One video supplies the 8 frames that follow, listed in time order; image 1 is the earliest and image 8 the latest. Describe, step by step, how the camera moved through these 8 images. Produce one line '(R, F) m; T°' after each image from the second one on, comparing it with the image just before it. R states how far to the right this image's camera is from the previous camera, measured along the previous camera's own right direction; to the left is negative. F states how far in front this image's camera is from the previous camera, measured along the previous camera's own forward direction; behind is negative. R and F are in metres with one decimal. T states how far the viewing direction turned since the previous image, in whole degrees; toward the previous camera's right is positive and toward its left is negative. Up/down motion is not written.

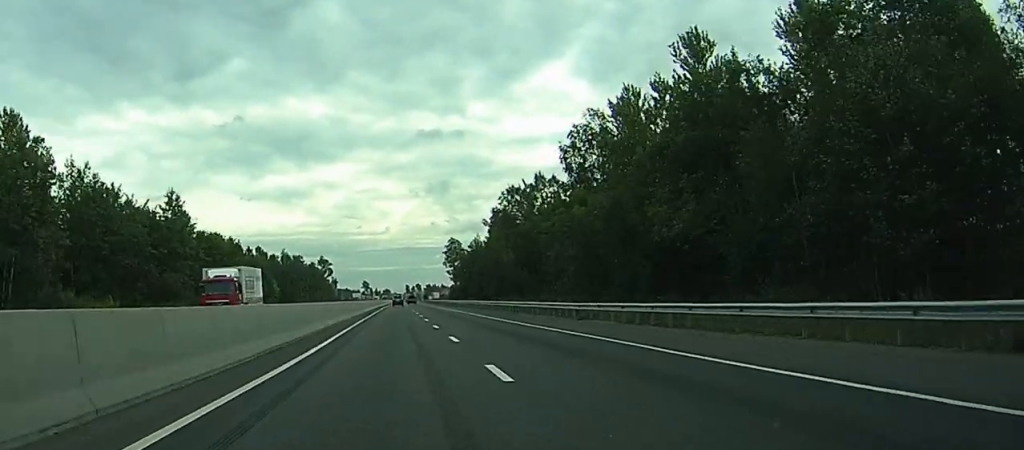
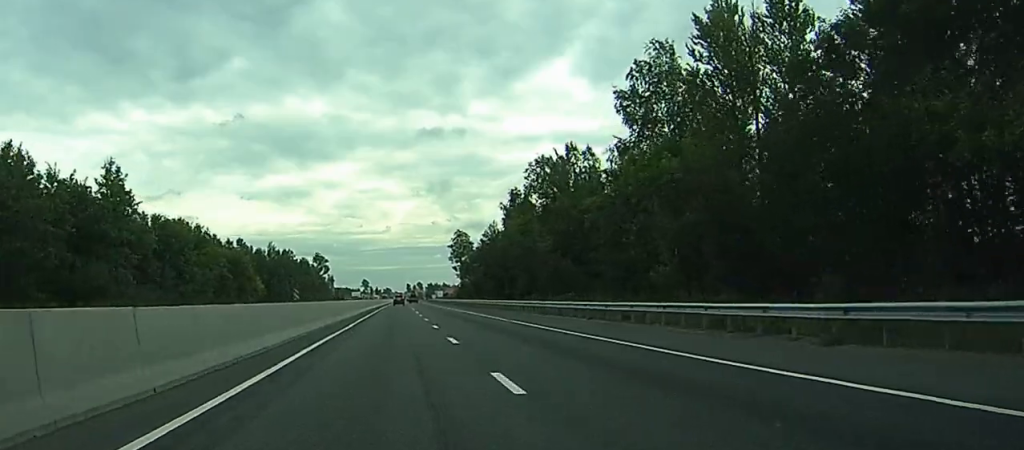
(-0.2, +25.7) m; -1°
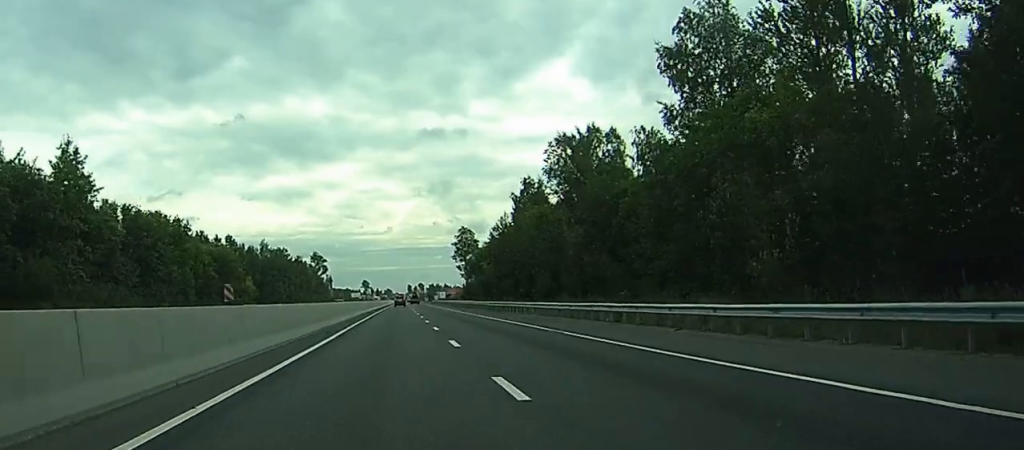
(-0.1, +12.7) m; 0°
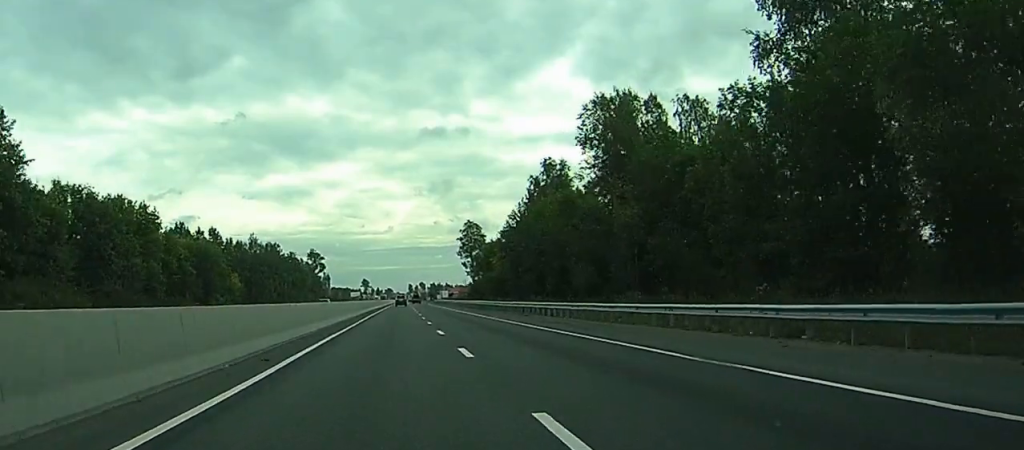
(-0.1, +16.2) m; 0°
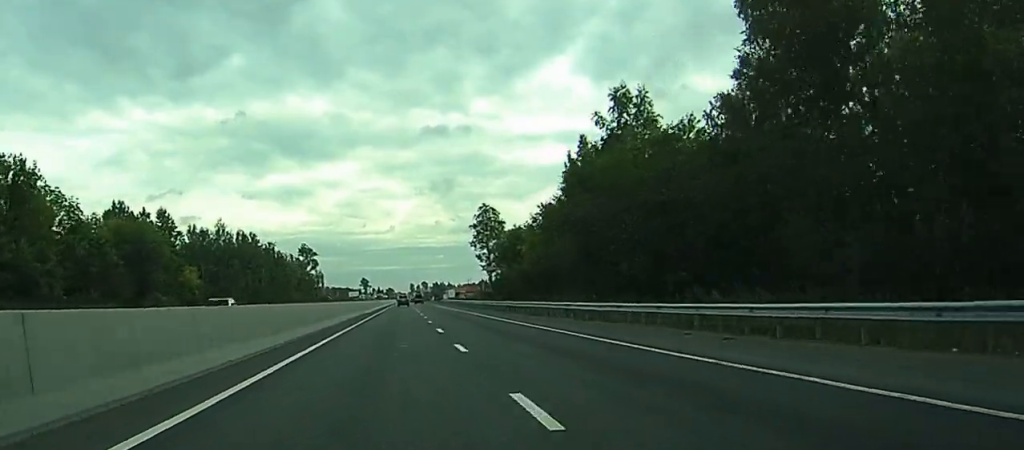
(+0.1, +34.3) m; 0°
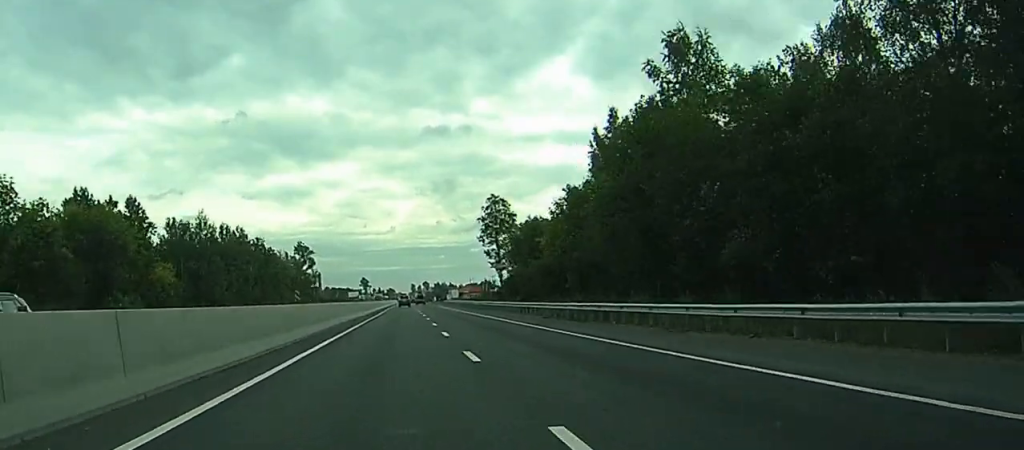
(0.0, +14.7) m; 0°
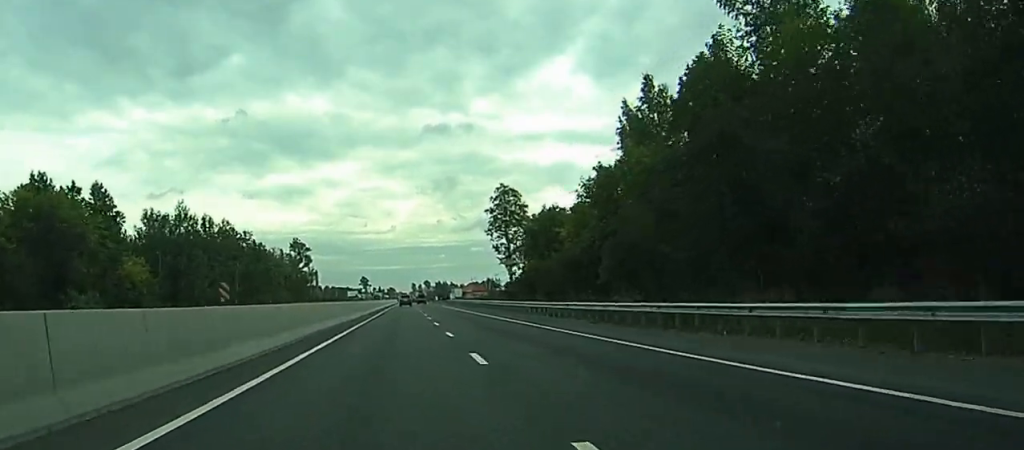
(0.0, +12.8) m; 0°
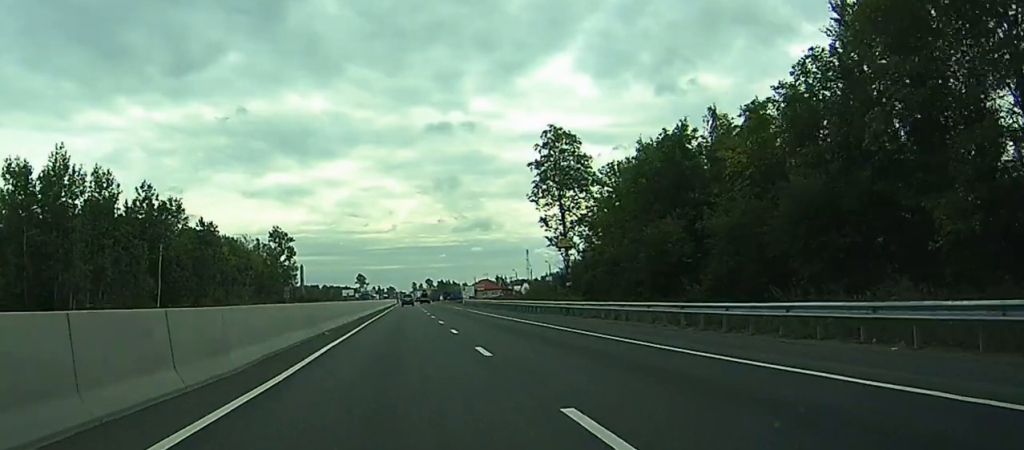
(-0.2, +45.5) m; 0°
